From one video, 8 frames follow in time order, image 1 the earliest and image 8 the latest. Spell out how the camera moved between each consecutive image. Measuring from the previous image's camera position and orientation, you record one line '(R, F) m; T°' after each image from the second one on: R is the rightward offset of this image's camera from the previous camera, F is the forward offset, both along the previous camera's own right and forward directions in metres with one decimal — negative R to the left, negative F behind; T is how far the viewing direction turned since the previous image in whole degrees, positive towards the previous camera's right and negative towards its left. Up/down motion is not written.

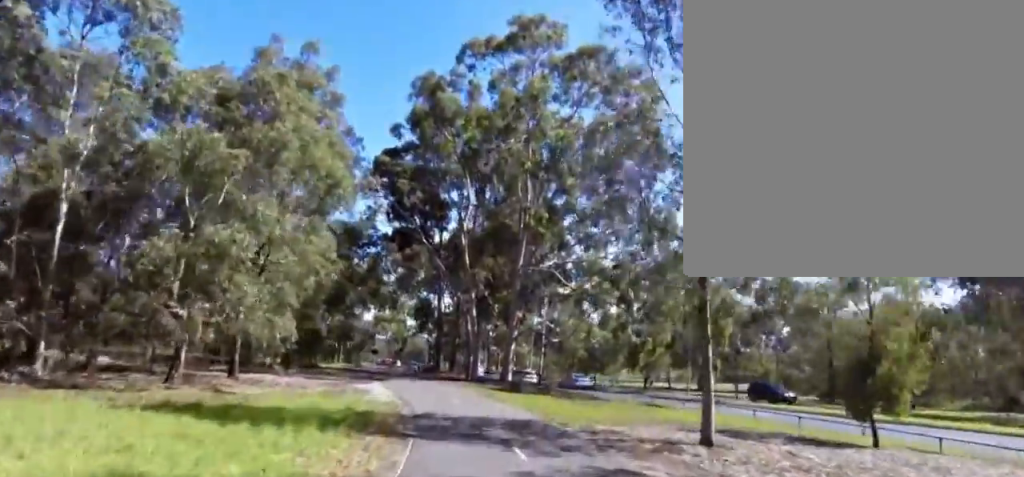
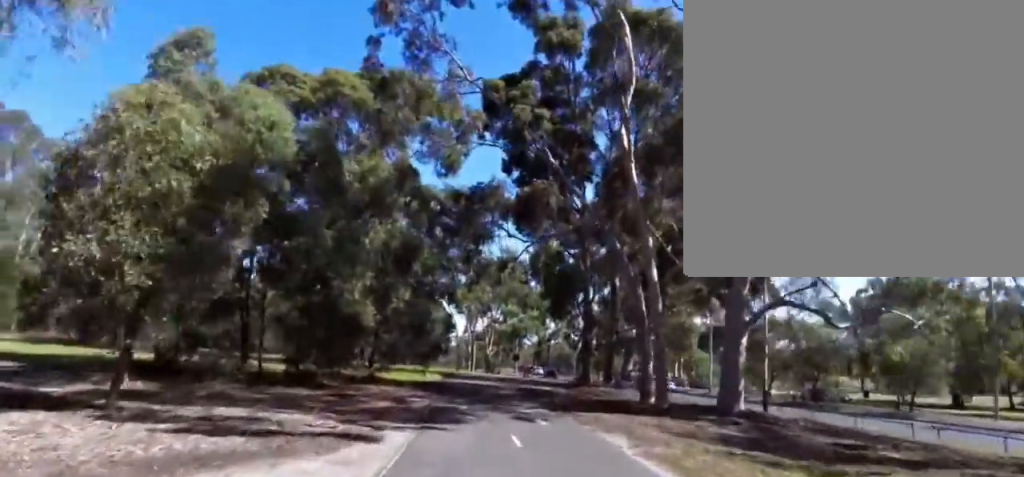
(-1.7, +15.7) m; -16°
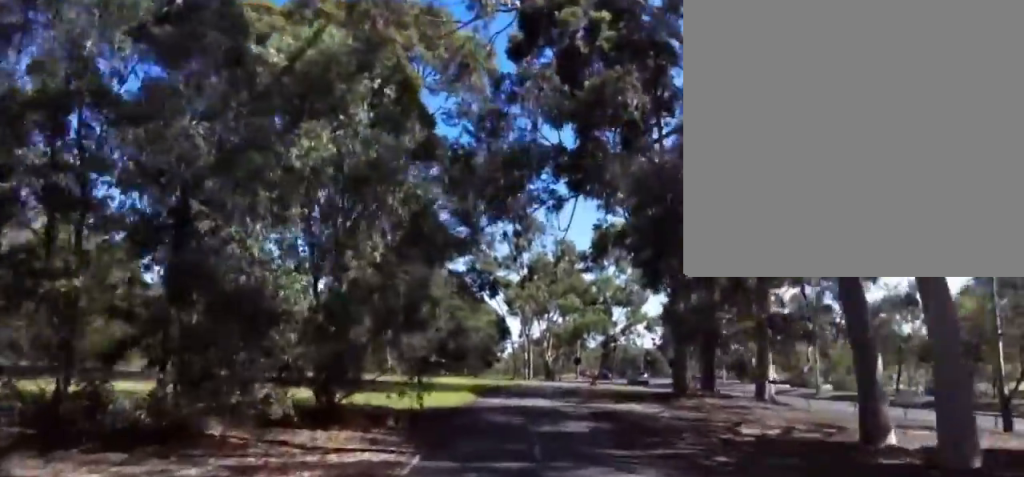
(-1.4, +8.8) m; -9°
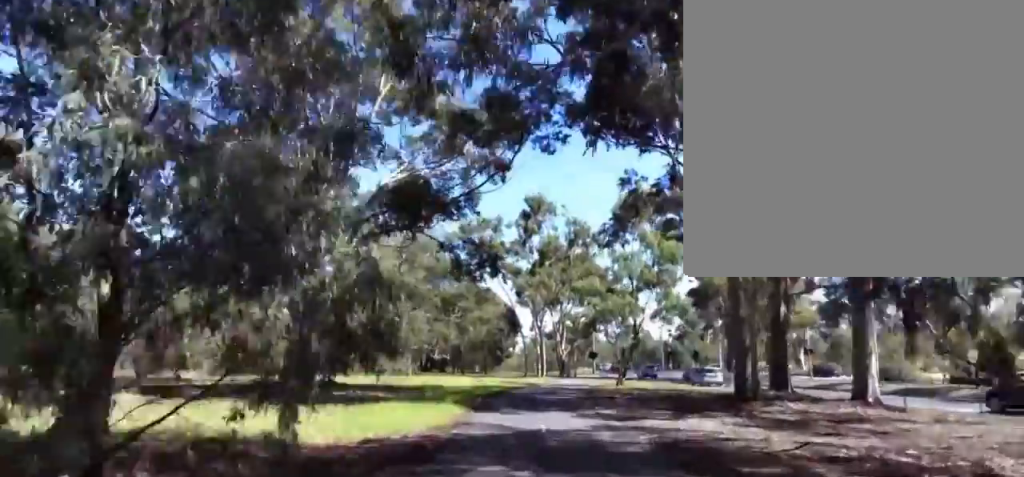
(0.0, +6.2) m; 0°
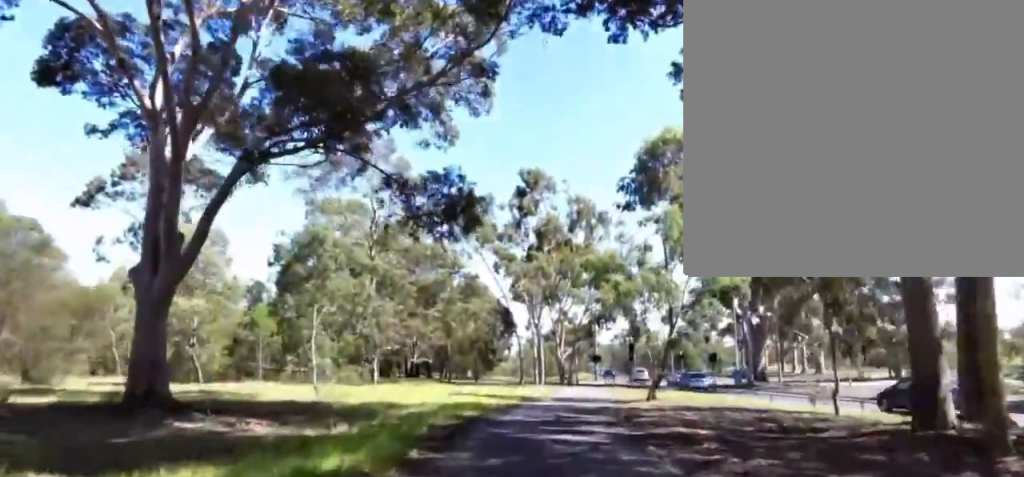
(0.0, +9.0) m; 0°
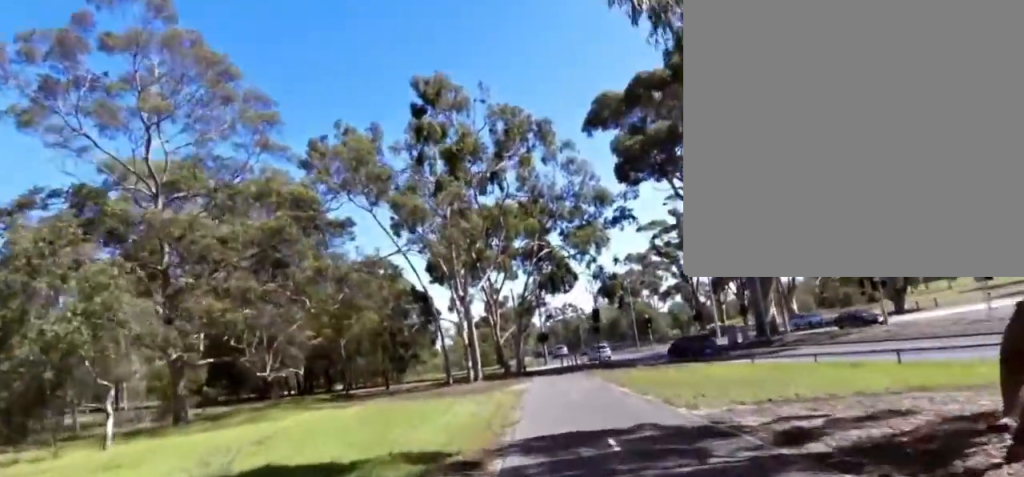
(+1.9, +17.9) m; +16°
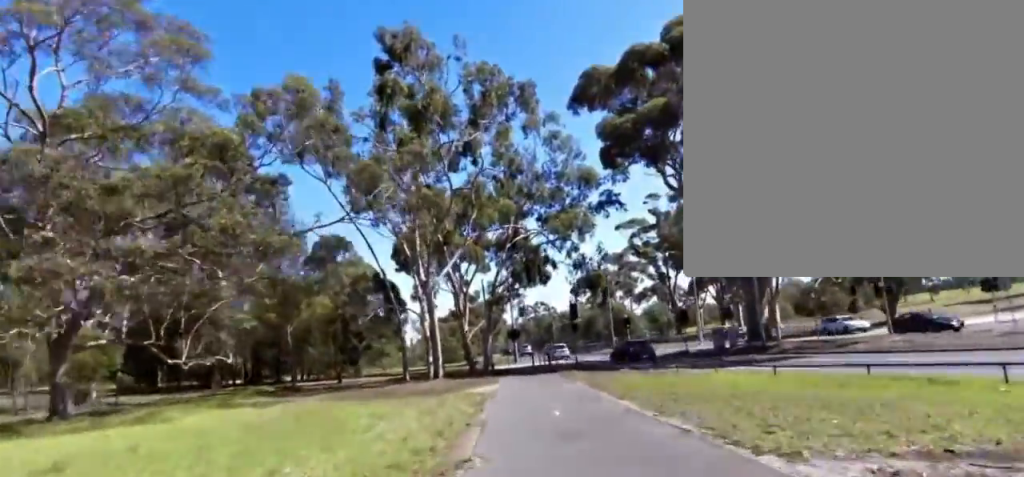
(+0.2, +4.5) m; +3°
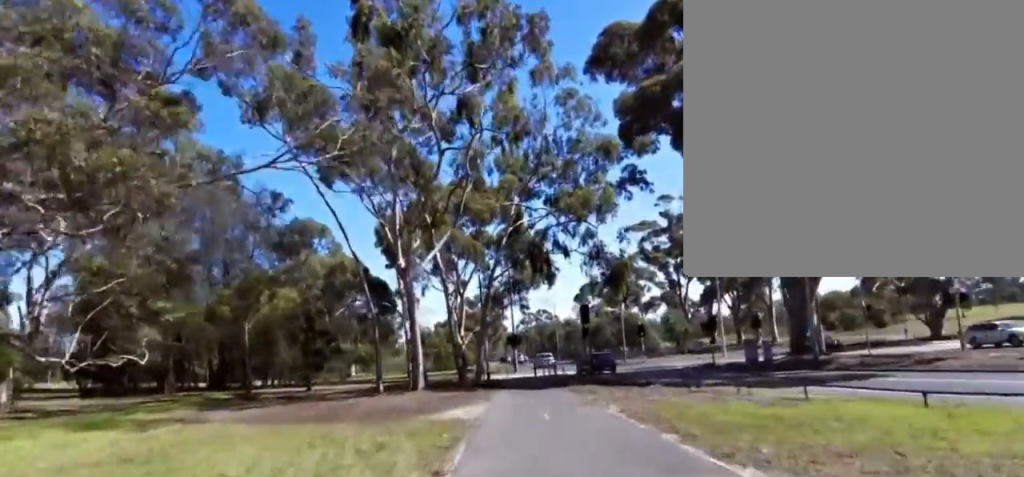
(+0.4, +6.4) m; +1°
